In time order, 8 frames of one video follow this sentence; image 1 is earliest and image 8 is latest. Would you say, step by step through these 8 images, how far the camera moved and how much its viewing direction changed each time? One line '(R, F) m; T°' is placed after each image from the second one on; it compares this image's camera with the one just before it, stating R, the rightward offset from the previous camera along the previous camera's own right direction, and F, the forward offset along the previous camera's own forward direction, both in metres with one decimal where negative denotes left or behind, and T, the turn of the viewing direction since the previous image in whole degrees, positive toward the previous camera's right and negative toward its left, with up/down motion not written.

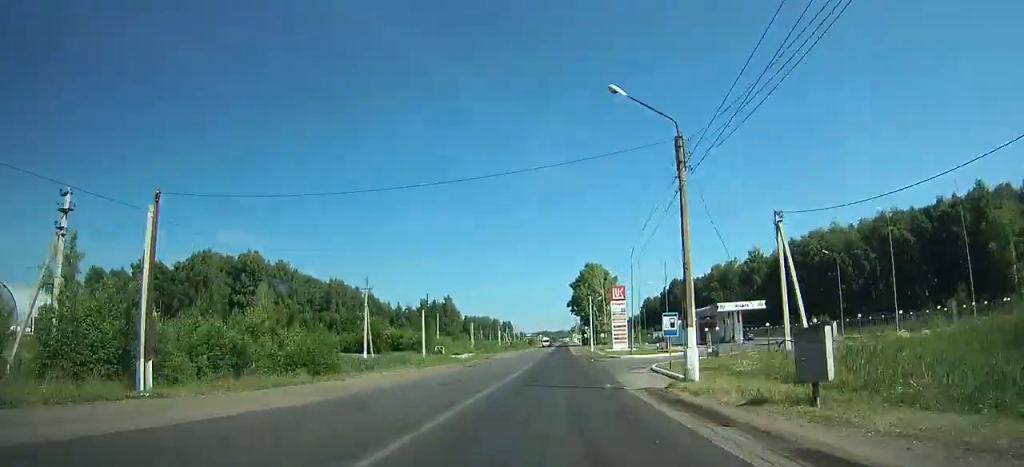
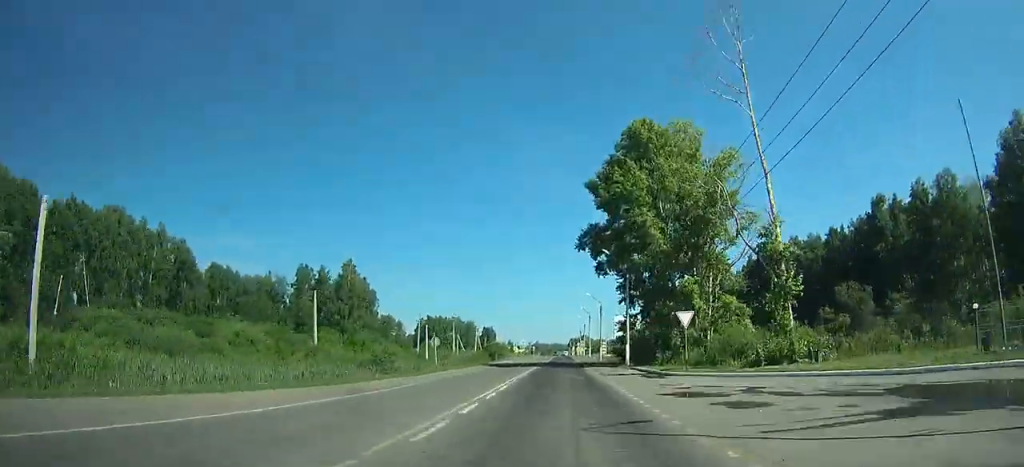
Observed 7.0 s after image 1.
(-3.8, +111.8) m; -1°
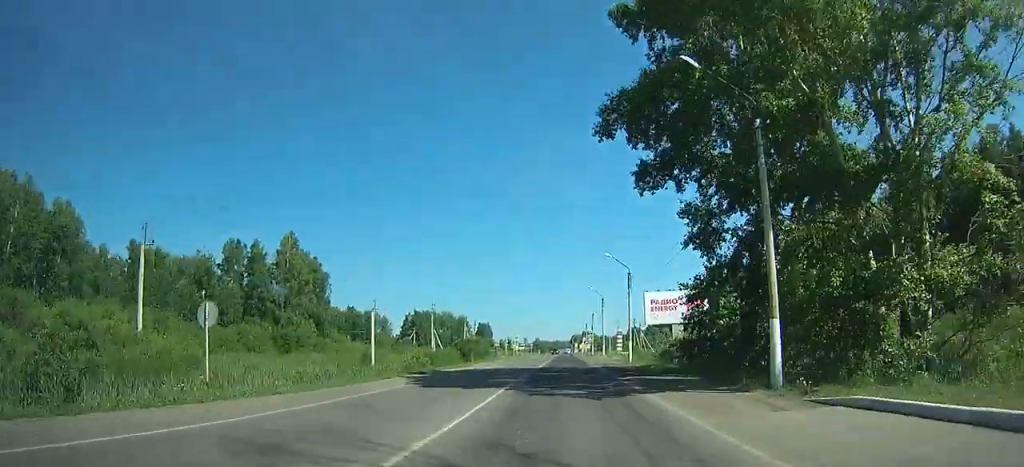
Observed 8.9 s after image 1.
(0.0, +29.2) m; 0°
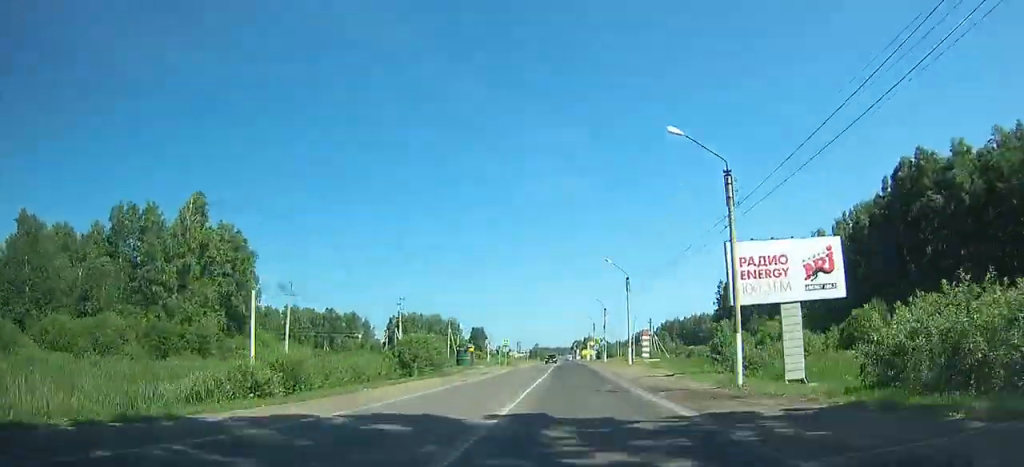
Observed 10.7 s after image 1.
(-0.1, +26.8) m; 0°
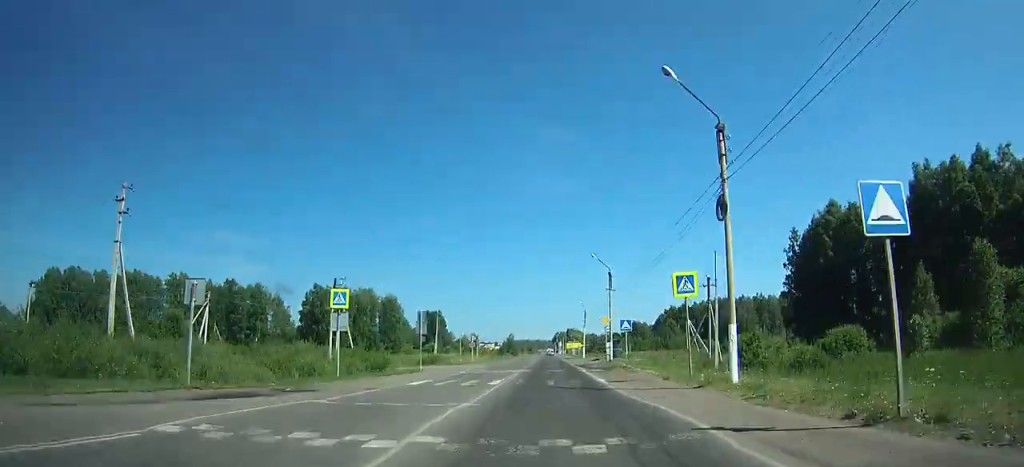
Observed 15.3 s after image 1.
(+1.0, +59.3) m; +1°
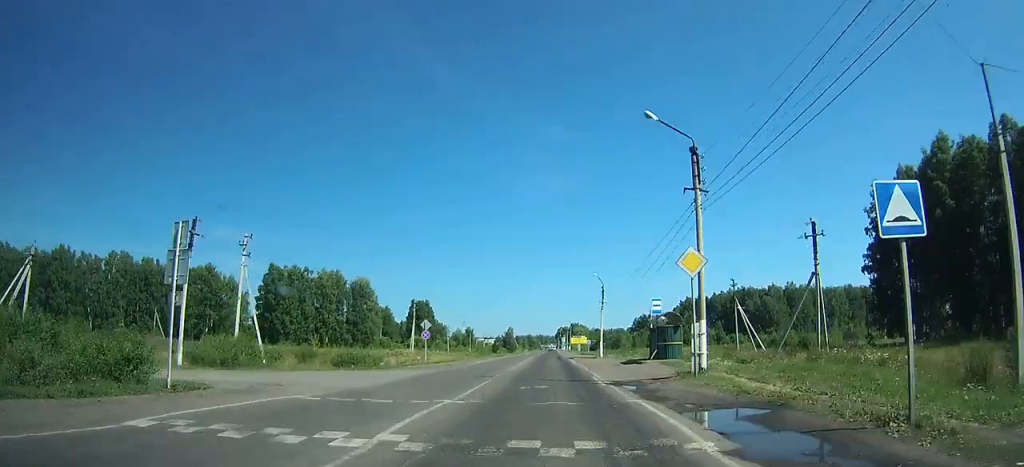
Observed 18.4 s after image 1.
(-0.1, +32.5) m; -1°
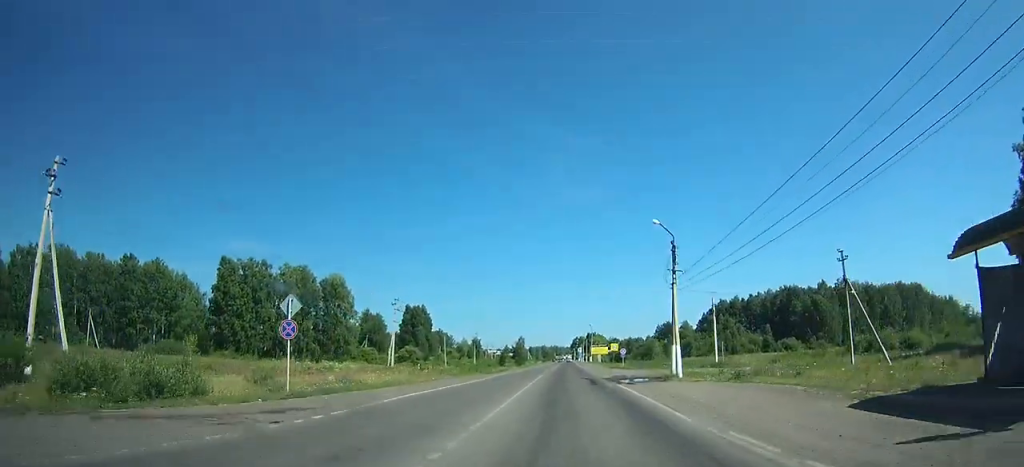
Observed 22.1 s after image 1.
(-0.6, +33.8) m; -1°
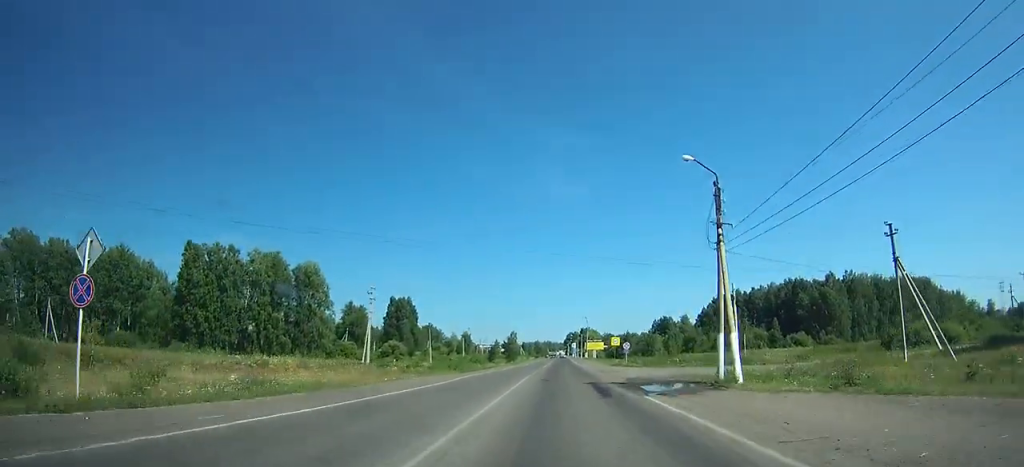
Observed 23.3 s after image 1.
(+0.1, +11.0) m; 0°
